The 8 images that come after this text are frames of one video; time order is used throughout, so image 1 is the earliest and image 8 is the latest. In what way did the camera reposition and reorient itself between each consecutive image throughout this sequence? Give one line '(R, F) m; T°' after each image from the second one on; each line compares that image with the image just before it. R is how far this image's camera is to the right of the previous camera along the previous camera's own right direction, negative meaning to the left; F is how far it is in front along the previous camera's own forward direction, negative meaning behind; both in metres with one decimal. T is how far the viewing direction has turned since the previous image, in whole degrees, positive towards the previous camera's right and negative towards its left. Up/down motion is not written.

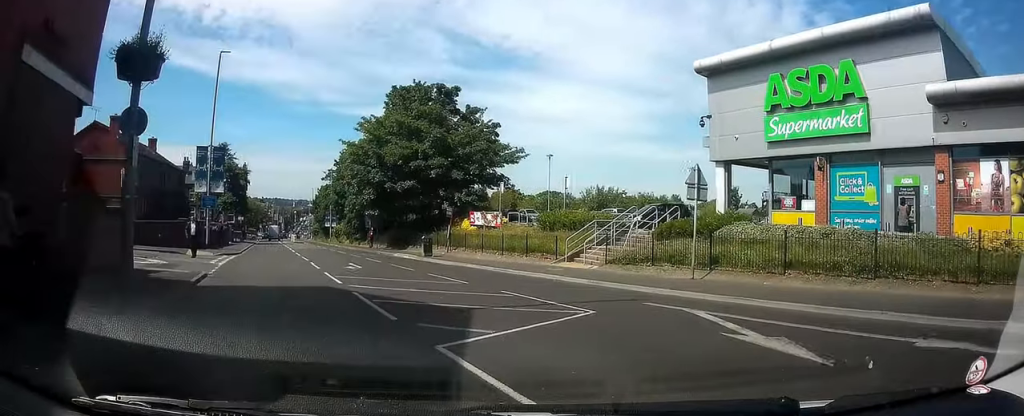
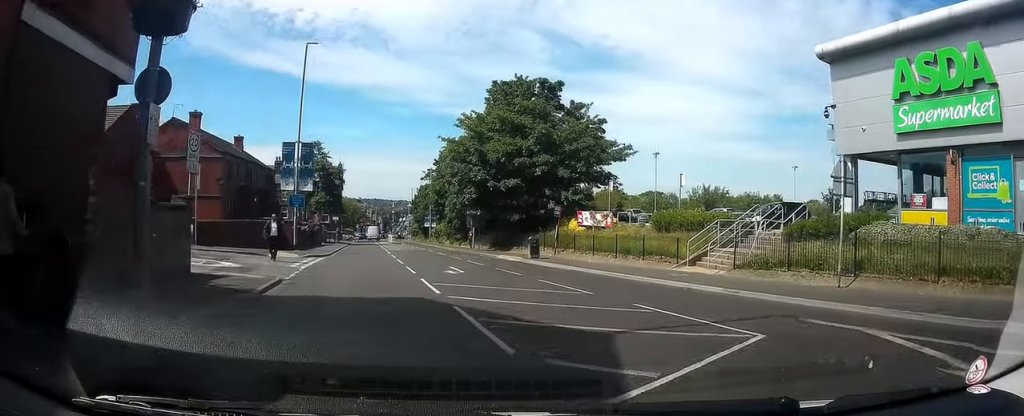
(-0.1, +1.2) m; -10°
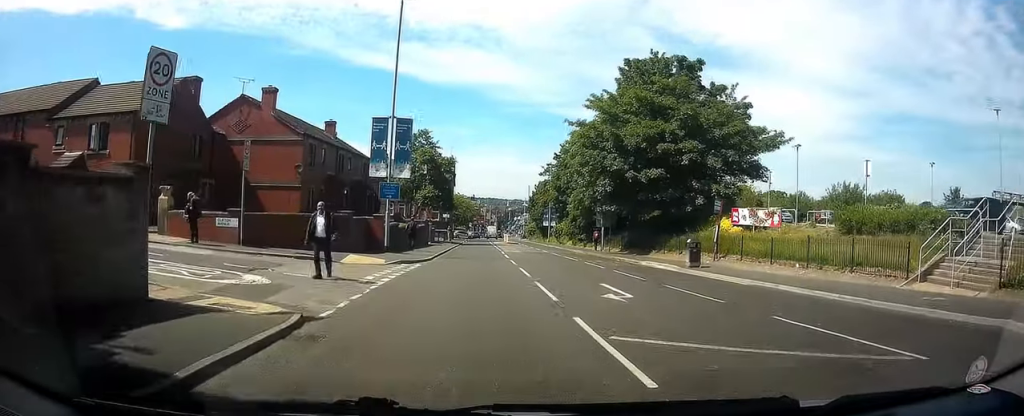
(-1.1, +4.6) m; -13°
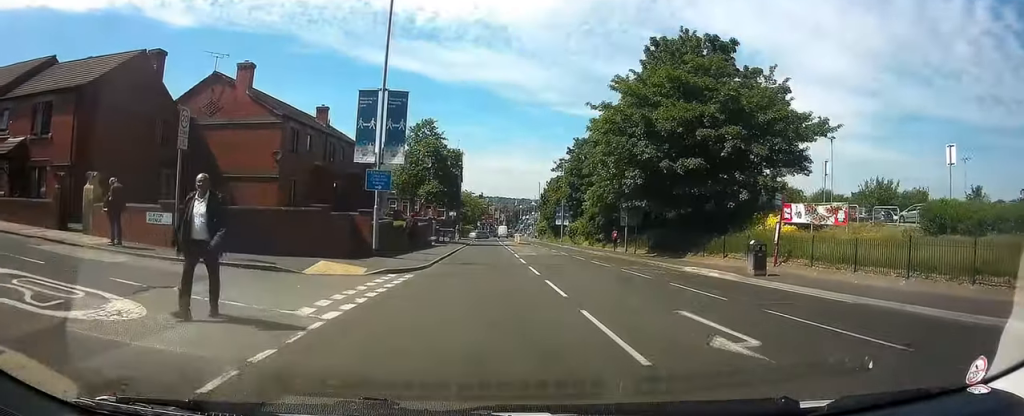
(0.0, +3.9) m; -2°
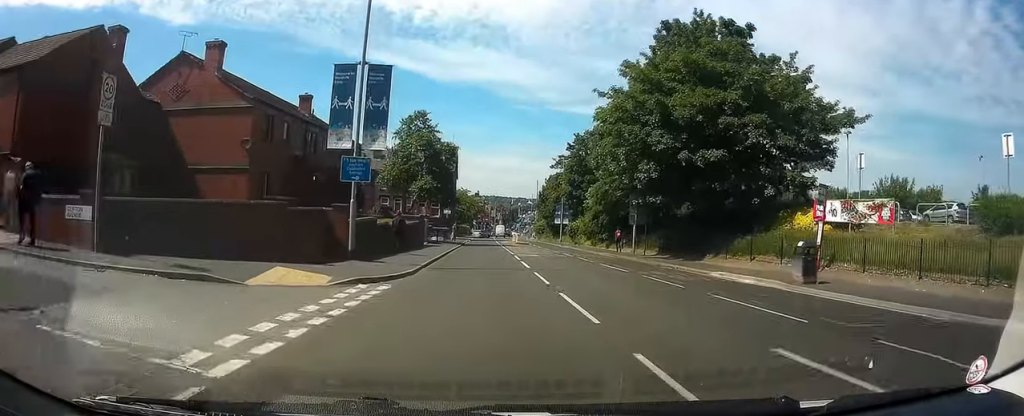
(0.0, +2.8) m; -1°
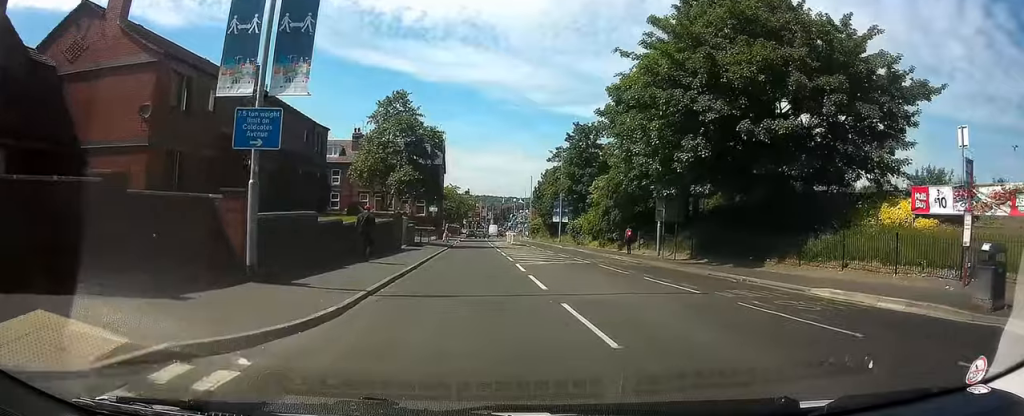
(-0.1, +6.8) m; -1°
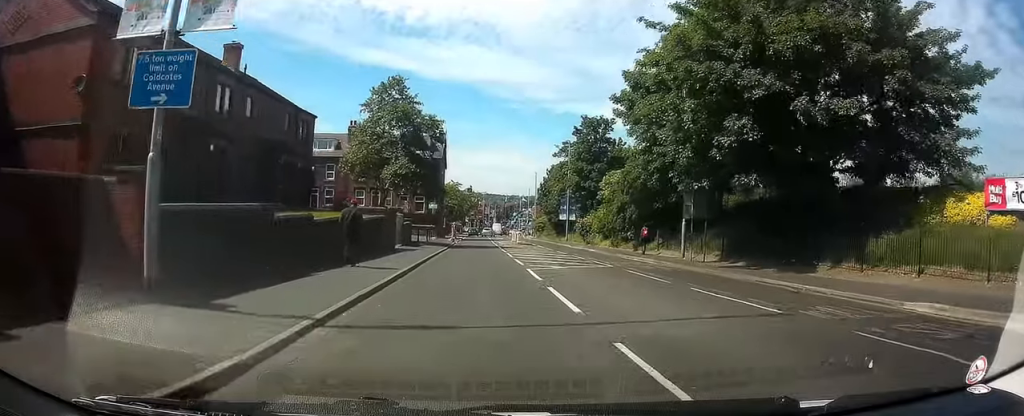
(+0.1, +3.4) m; -1°
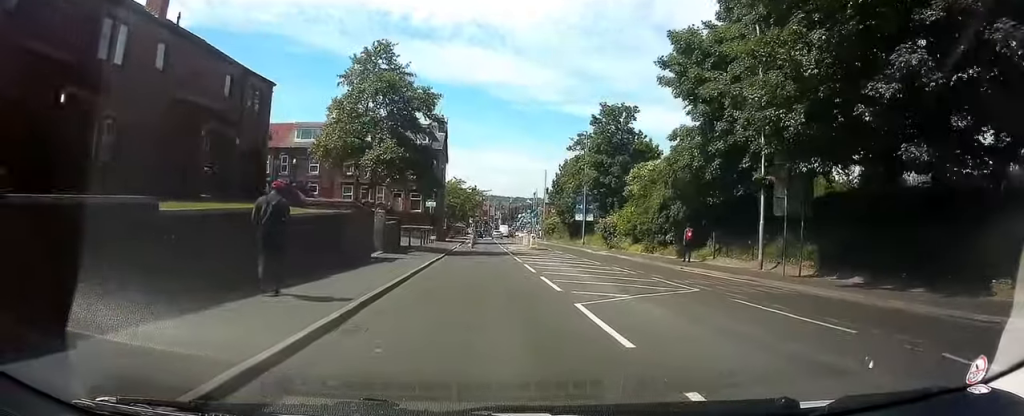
(-0.4, +7.6) m; -1°
